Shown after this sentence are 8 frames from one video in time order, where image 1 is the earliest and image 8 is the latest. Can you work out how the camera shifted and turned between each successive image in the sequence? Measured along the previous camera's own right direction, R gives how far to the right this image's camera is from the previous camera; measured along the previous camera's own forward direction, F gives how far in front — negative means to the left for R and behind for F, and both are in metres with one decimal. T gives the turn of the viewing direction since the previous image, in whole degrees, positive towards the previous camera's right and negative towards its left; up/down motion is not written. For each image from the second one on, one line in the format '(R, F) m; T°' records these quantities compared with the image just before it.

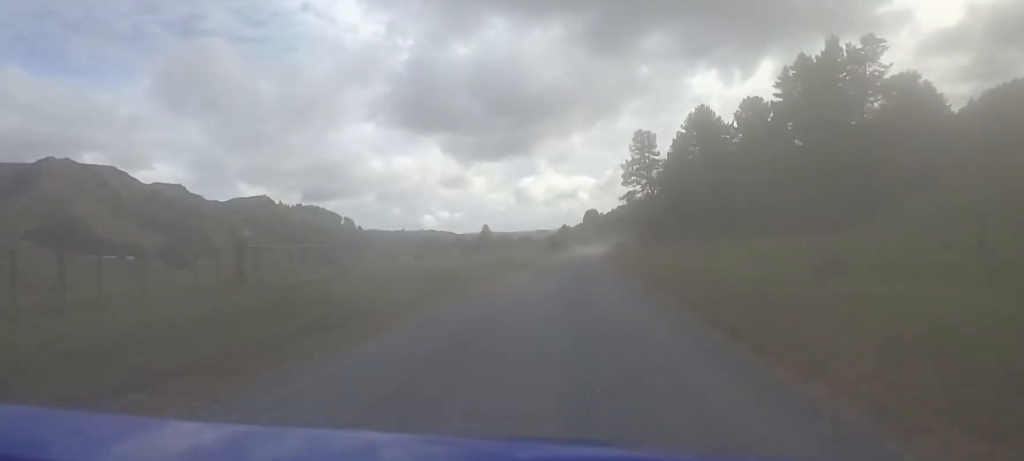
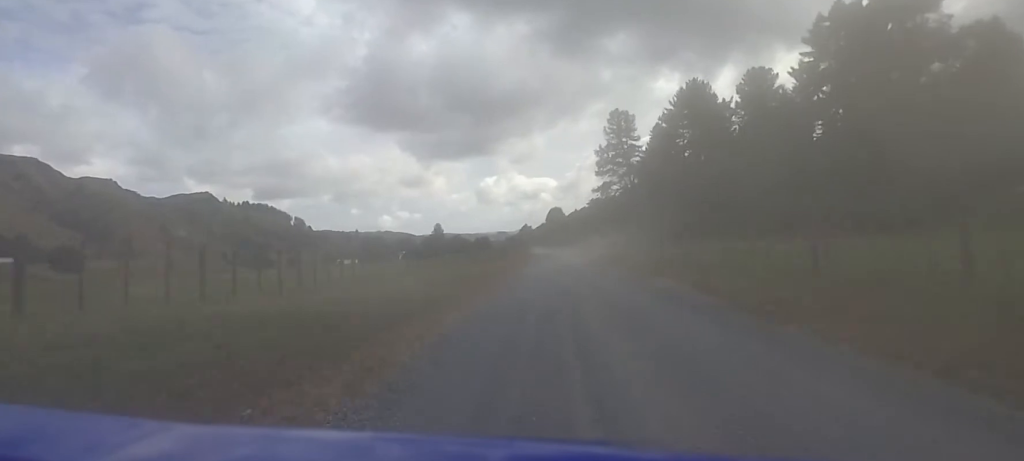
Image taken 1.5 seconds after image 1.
(+0.2, +32.1) m; +2°
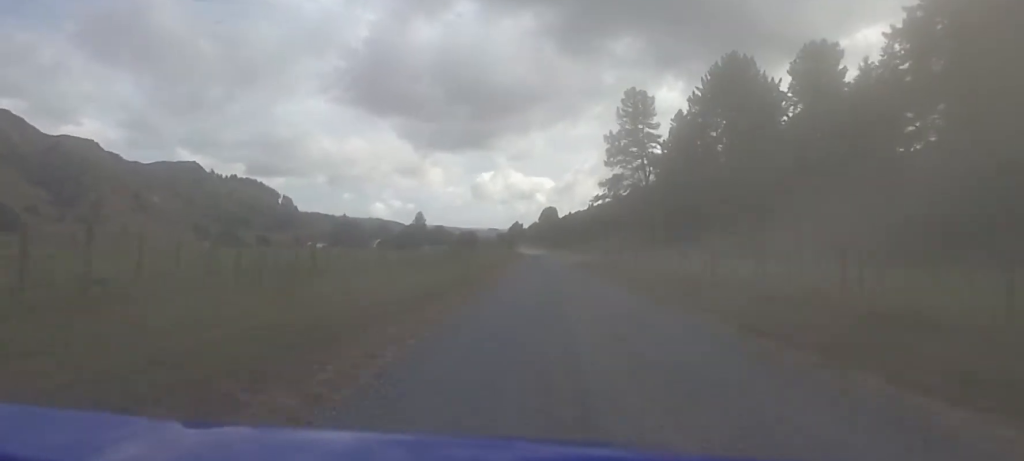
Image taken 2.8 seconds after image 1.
(+0.8, +26.6) m; -1°
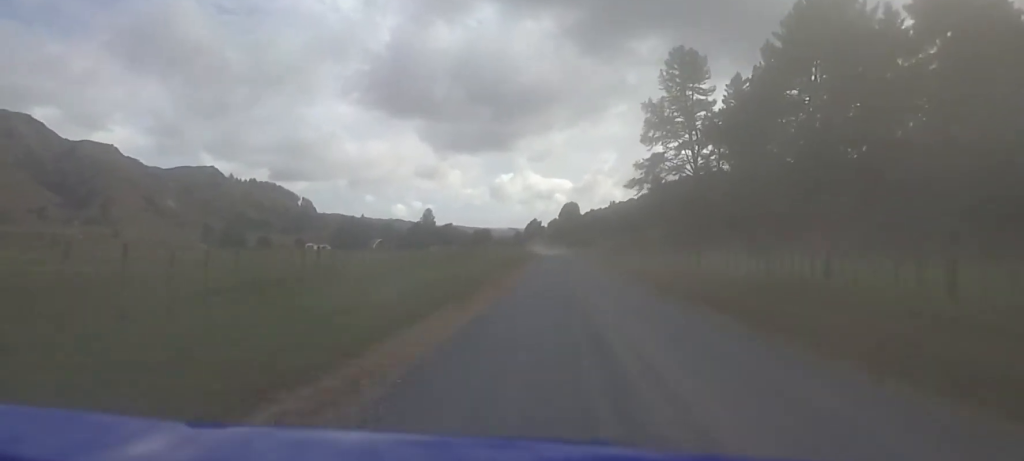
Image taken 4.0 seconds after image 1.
(-0.7, +26.1) m; 0°
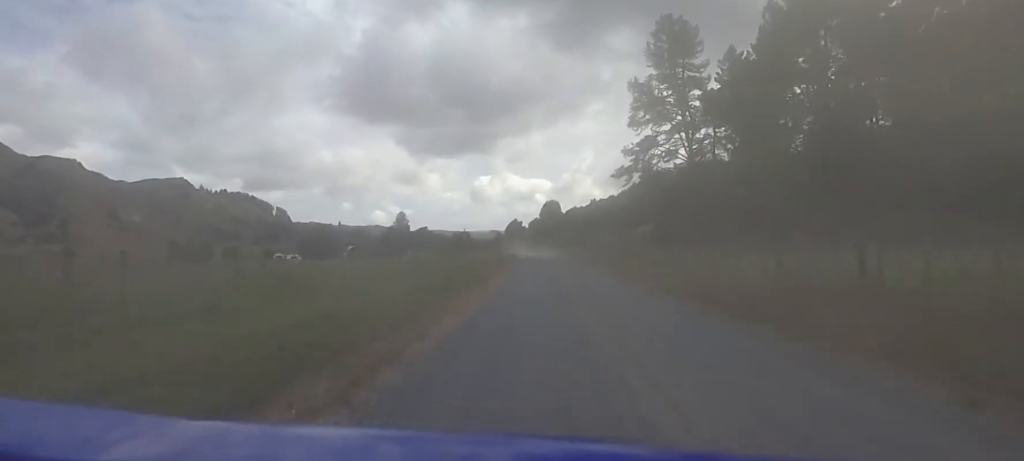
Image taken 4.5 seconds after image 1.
(+0.7, +11.0) m; +1°
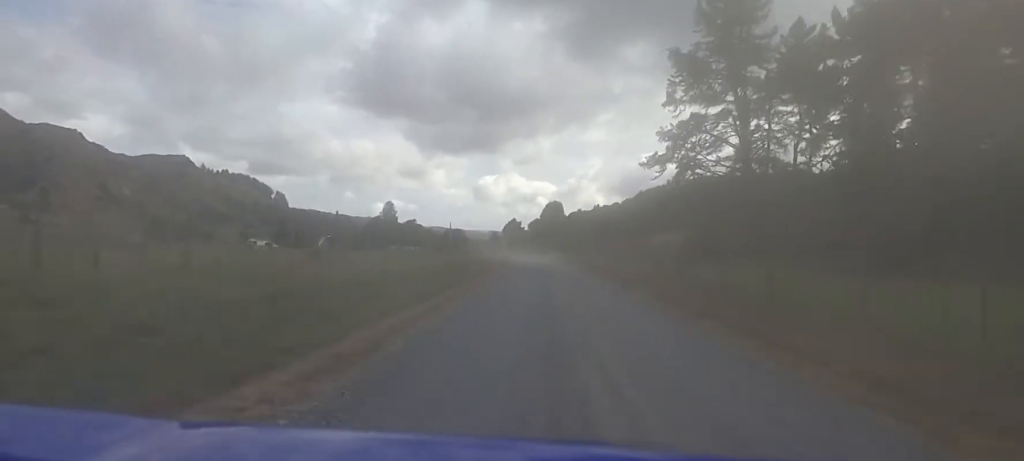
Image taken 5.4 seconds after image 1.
(-0.6, +19.7) m; -2°
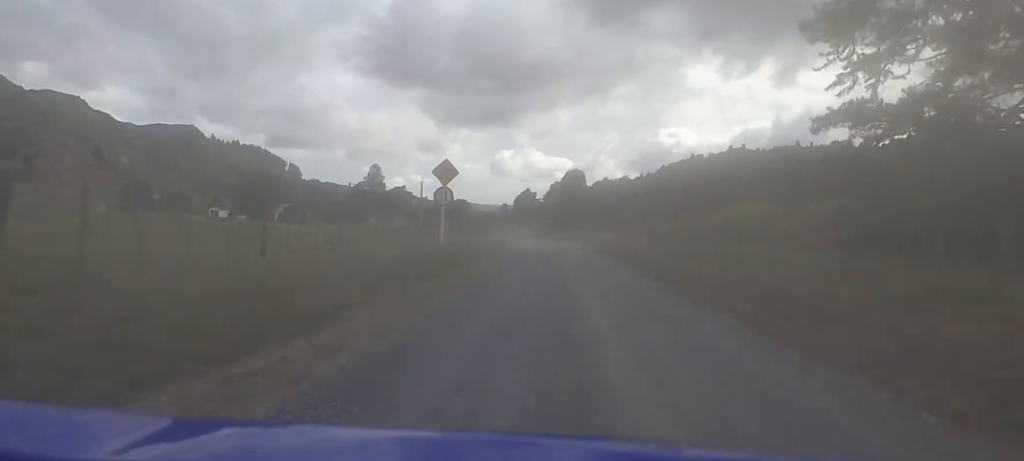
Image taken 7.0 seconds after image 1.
(-0.8, +34.6) m; -2°
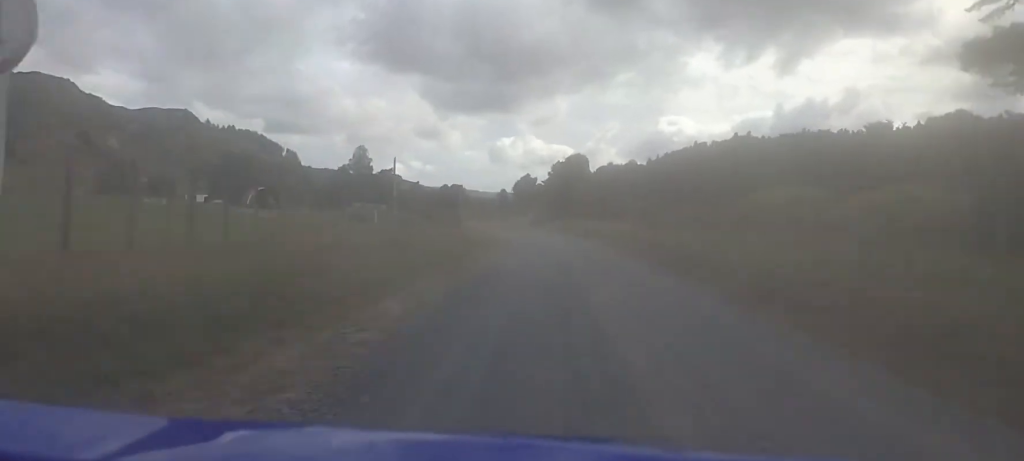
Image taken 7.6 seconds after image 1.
(-0.3, +11.6) m; 0°
